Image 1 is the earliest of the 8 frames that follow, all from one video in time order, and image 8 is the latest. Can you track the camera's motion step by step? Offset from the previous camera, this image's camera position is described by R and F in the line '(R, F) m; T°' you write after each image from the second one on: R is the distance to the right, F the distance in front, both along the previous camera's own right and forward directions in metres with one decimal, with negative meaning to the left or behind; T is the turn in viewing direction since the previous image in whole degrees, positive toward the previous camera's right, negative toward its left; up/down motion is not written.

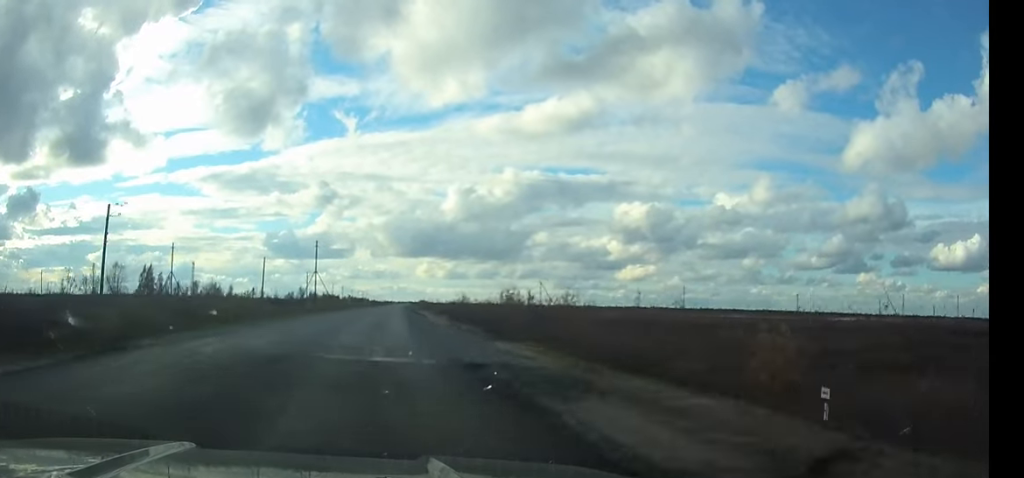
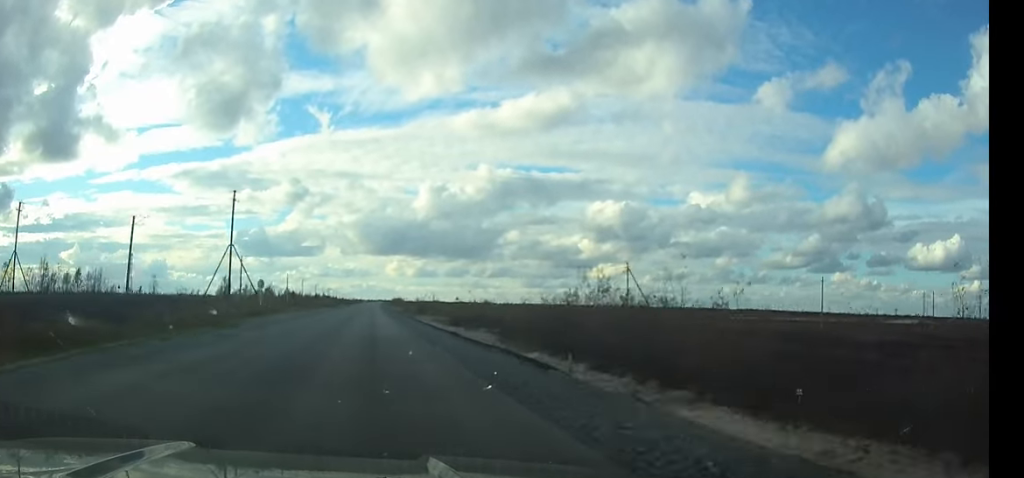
(+2.0, +76.8) m; +2°
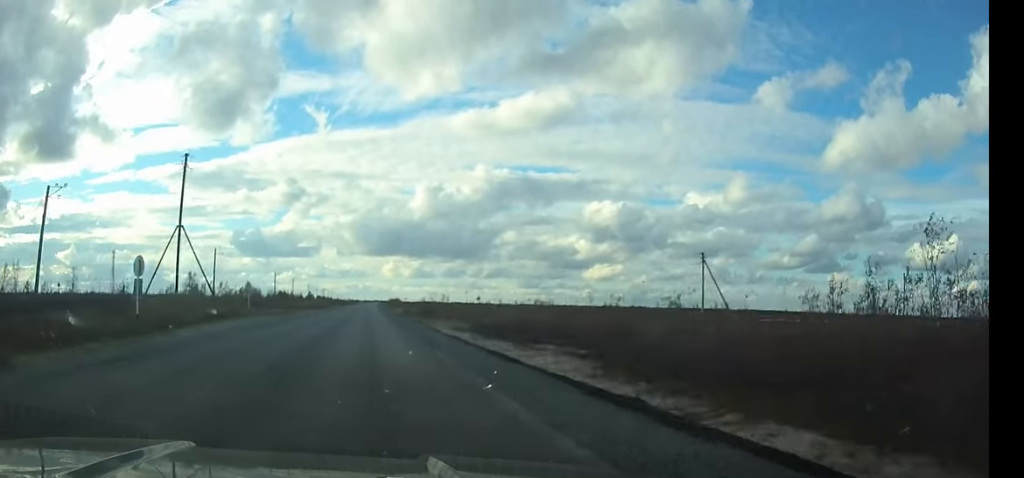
(+0.1, +25.5) m; 0°
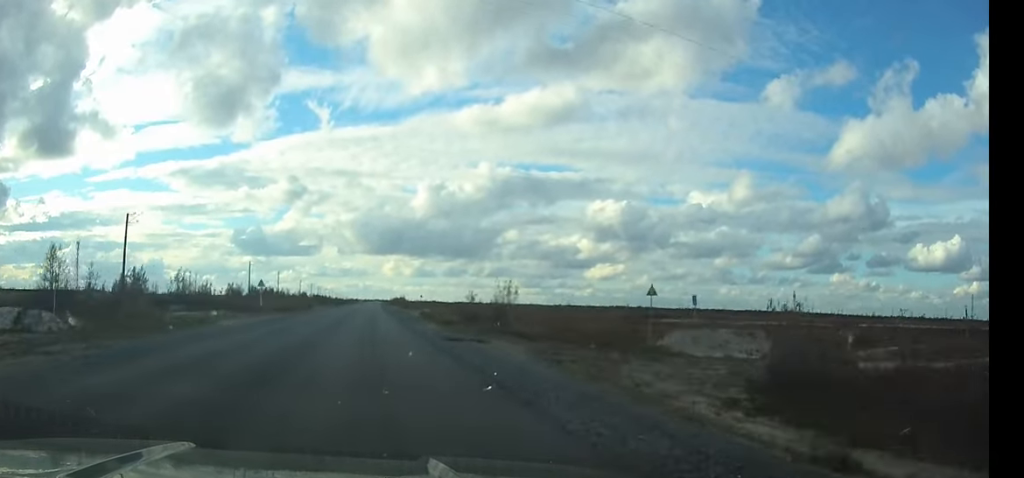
(+0.1, +54.9) m; 0°
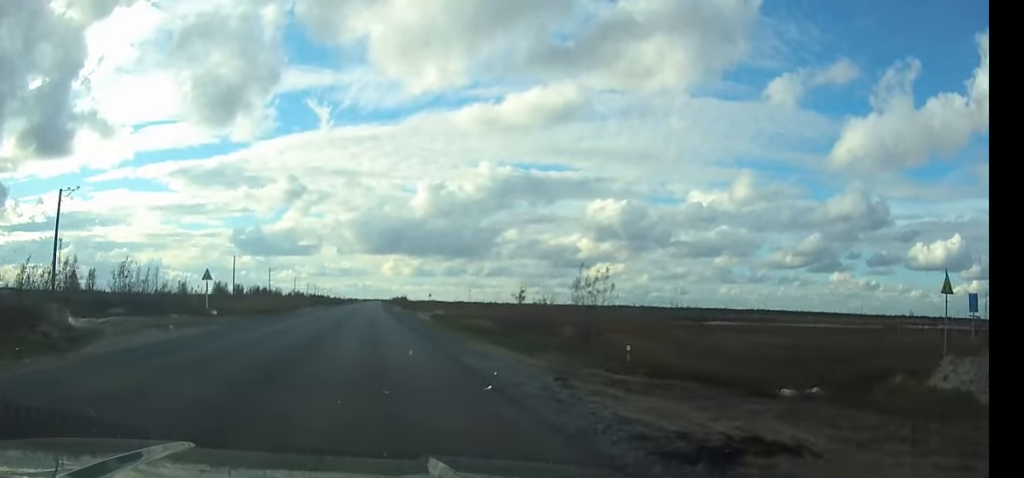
(0.0, +20.1) m; 0°
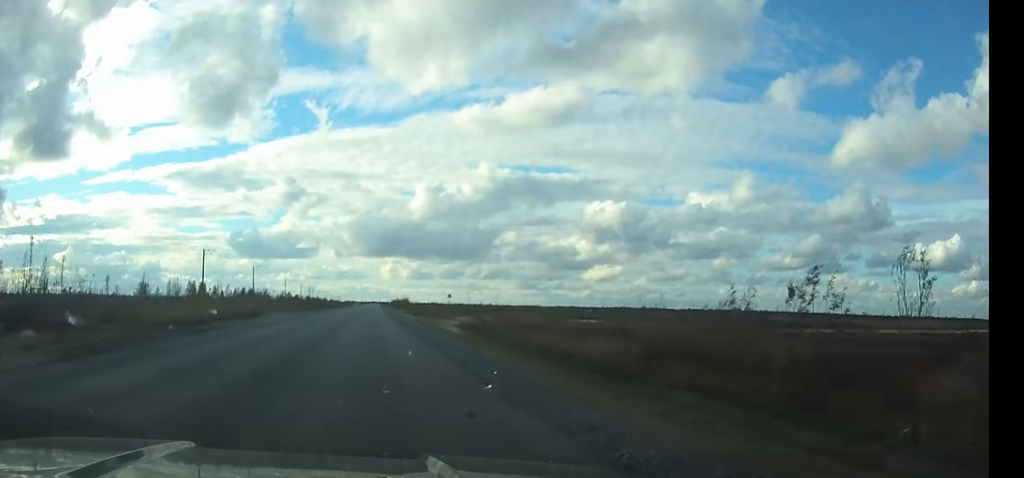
(+0.1, +28.5) m; 0°
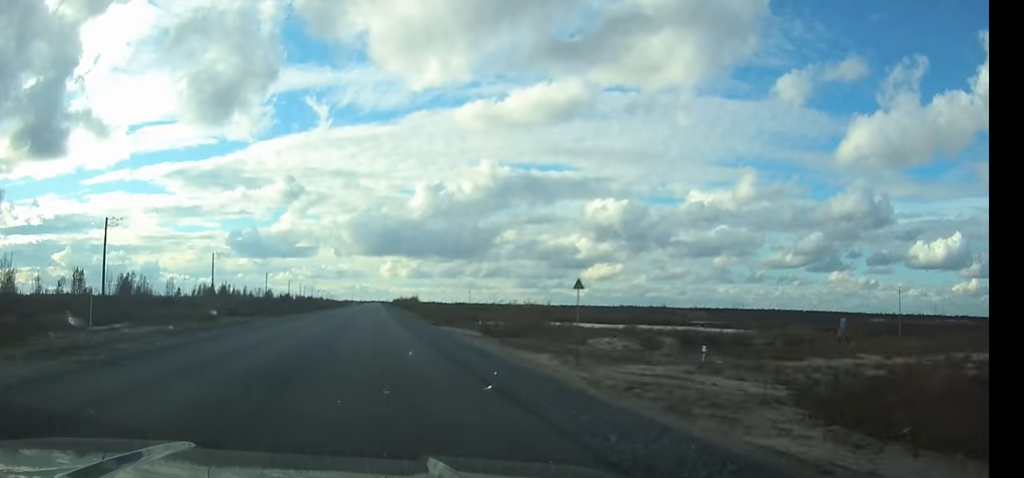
(+0.1, +51.1) m; 0°
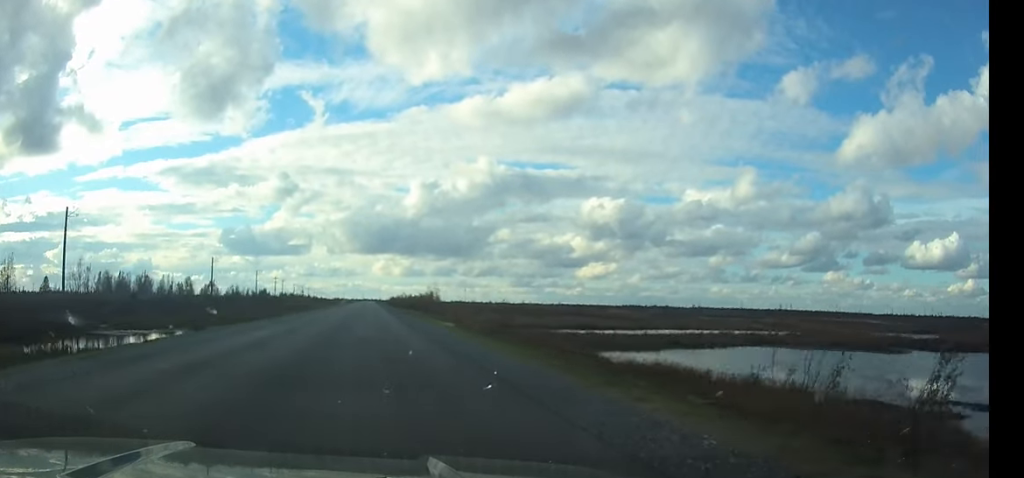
(+0.3, +72.9) m; 0°
